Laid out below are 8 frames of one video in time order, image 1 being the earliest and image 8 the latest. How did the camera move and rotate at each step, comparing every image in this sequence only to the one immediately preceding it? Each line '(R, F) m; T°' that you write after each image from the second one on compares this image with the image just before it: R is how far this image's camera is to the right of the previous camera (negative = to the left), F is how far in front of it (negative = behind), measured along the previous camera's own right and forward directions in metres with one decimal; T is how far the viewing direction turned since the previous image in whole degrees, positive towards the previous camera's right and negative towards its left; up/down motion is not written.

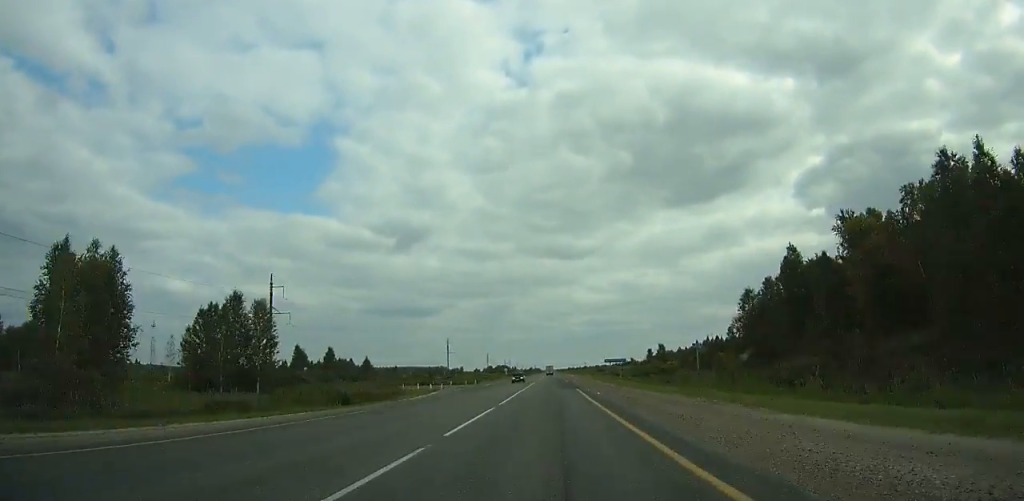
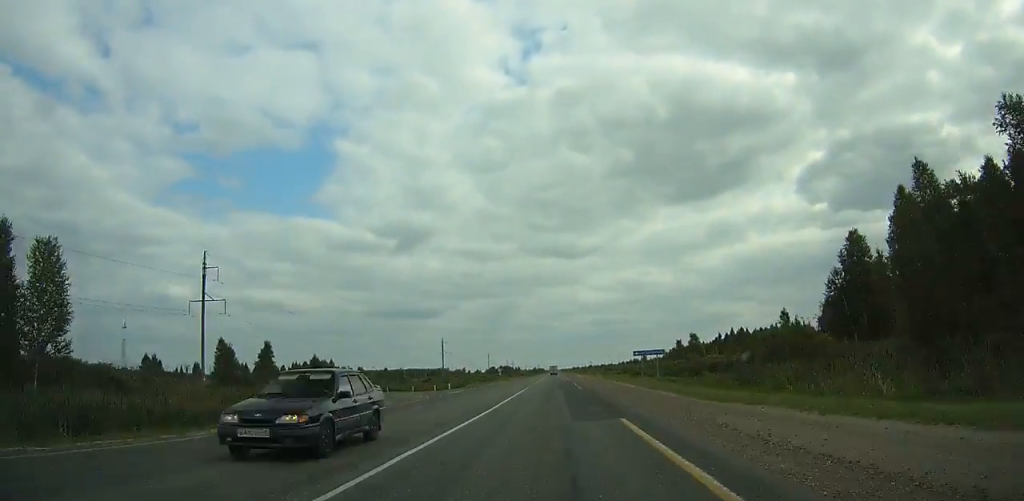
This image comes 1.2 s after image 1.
(+0.1, +26.9) m; 0°
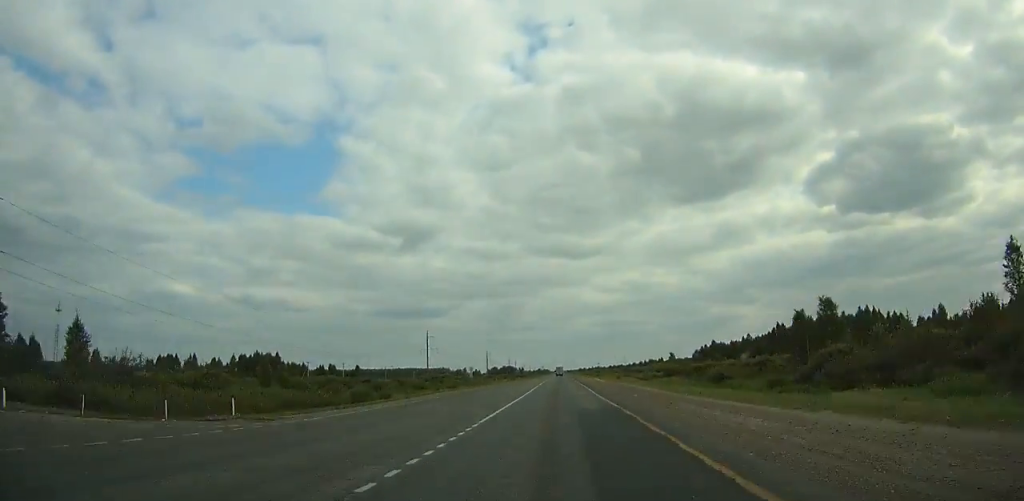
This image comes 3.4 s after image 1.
(-0.1, +48.4) m; 0°
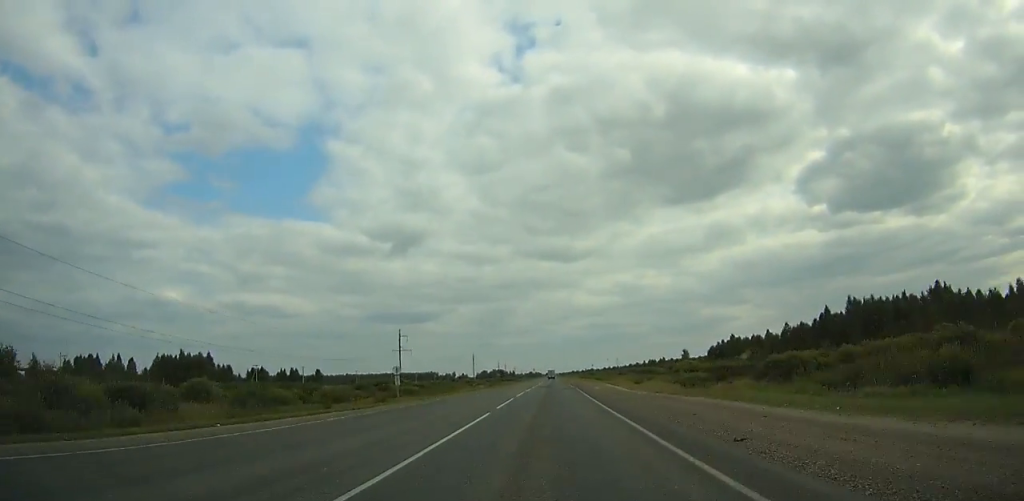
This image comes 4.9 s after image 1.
(0.0, +32.7) m; 0°
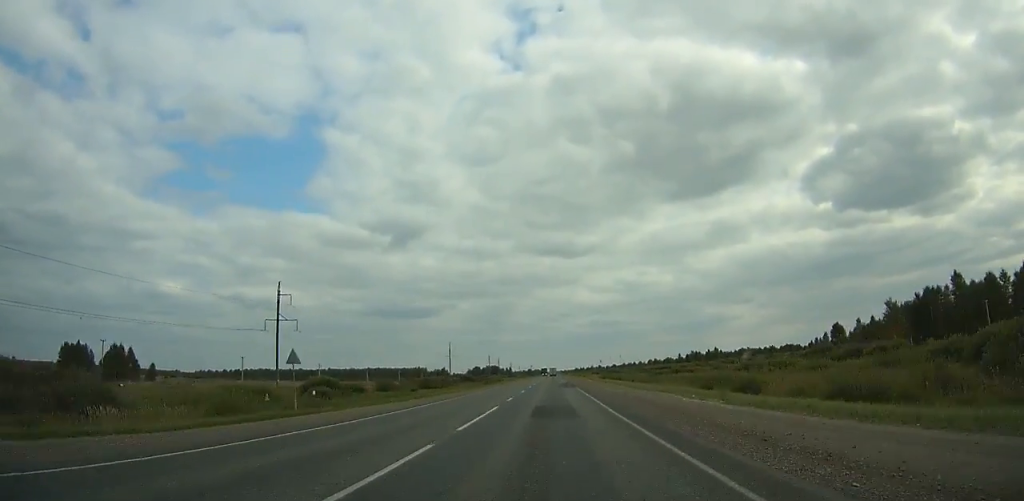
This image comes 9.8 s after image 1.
(+0.1, +105.5) m; 0°
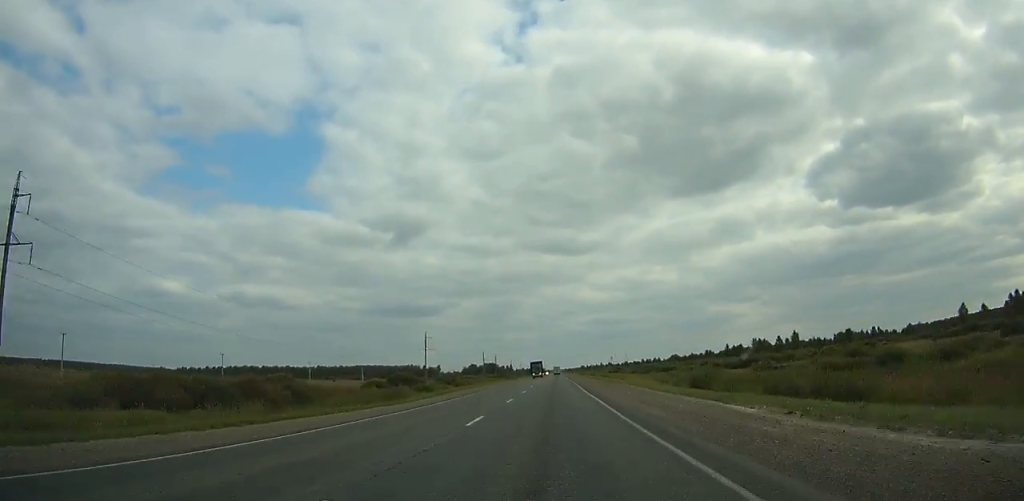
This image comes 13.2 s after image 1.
(+0.2, +73.3) m; 0°
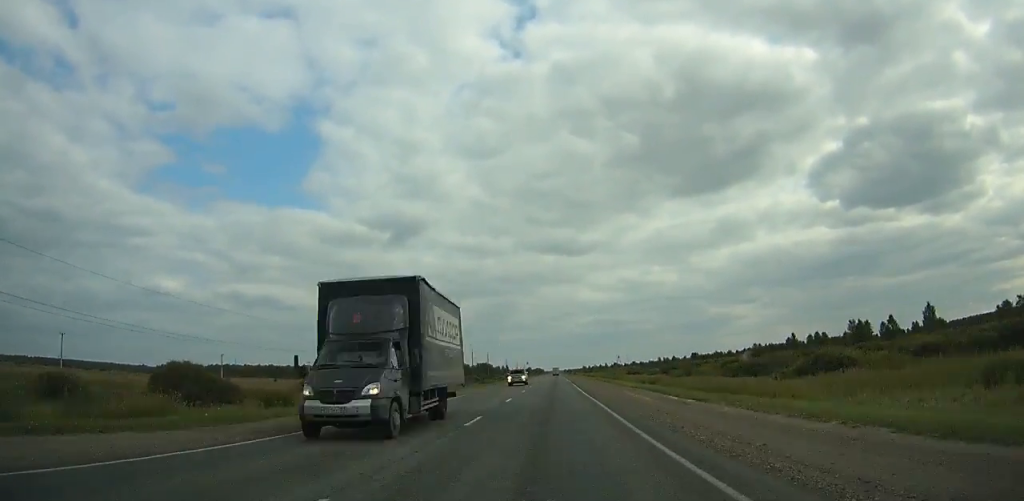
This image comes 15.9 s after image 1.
(-0.3, +58.9) m; 0°
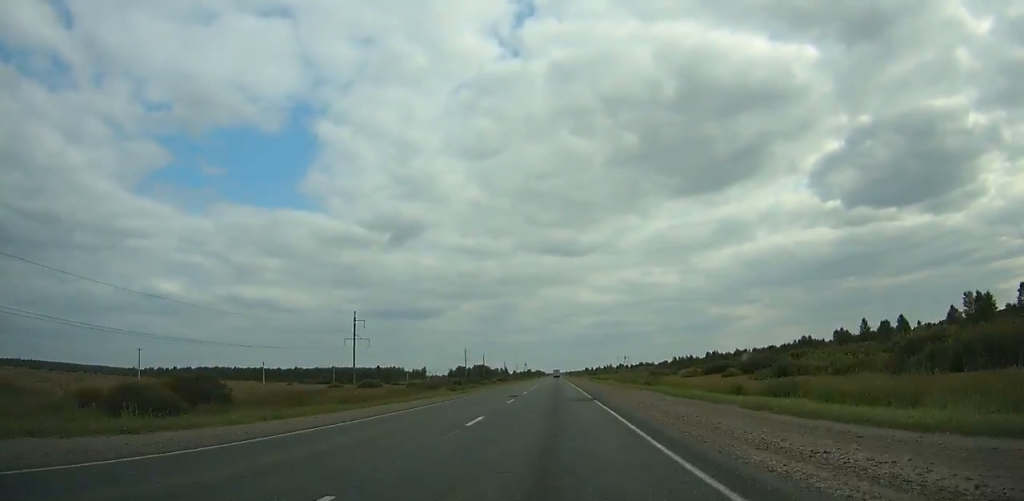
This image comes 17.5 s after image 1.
(0.0, +35.3) m; 0°
